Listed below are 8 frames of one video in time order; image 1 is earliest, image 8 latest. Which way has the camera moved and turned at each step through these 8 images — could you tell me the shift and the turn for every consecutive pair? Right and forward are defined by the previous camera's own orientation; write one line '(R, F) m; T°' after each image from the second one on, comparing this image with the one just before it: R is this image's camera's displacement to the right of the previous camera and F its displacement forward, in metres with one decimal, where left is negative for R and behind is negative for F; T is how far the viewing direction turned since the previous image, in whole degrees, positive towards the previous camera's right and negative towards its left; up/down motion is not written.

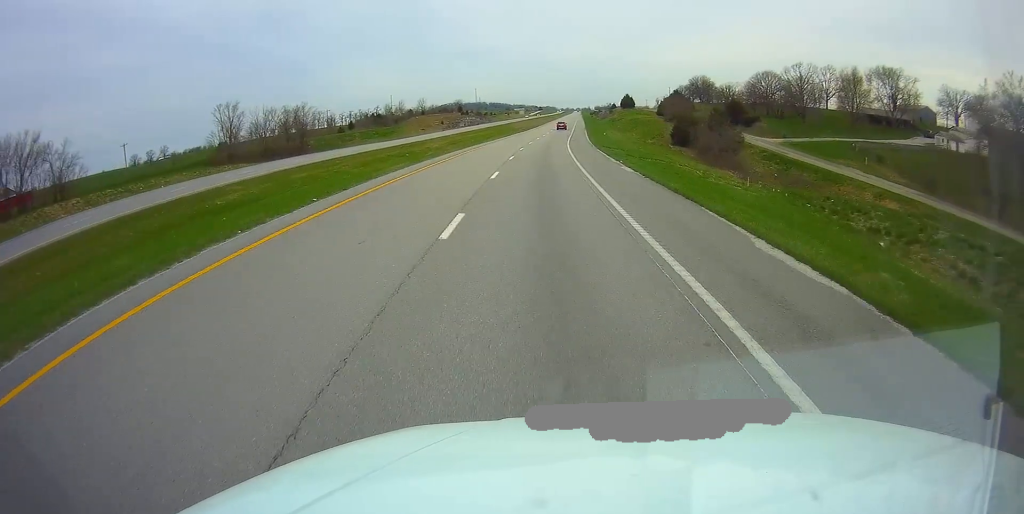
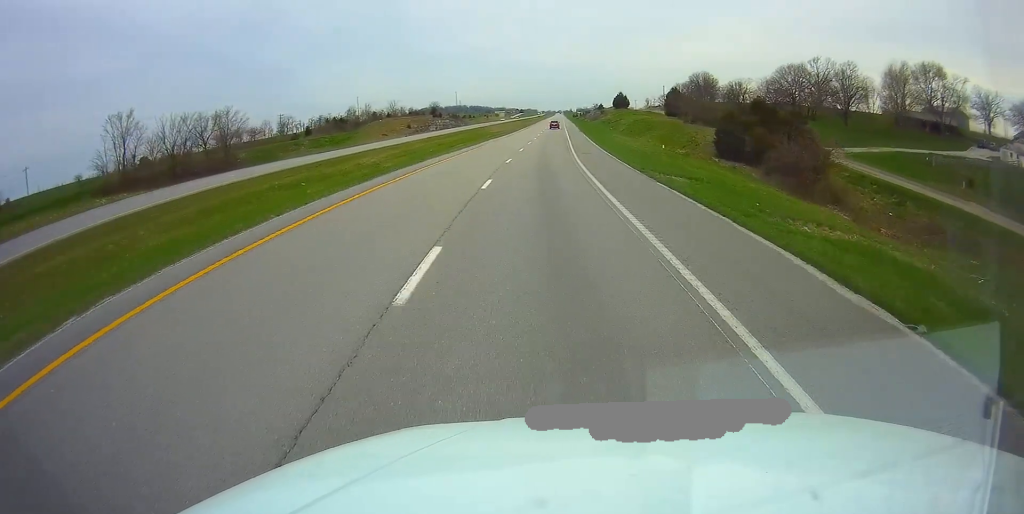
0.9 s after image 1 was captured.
(+0.3, +28.3) m; +1°
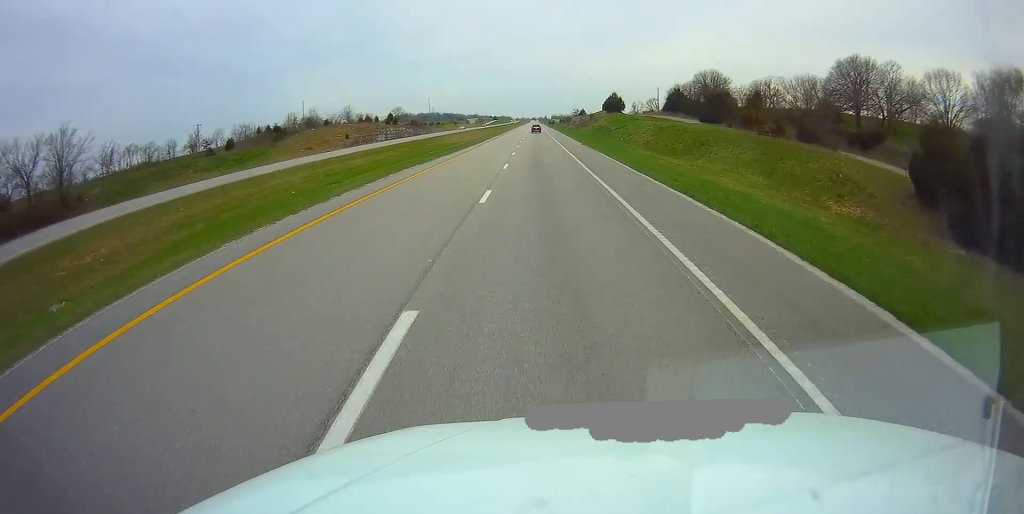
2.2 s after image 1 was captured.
(+0.8, +39.6) m; +2°
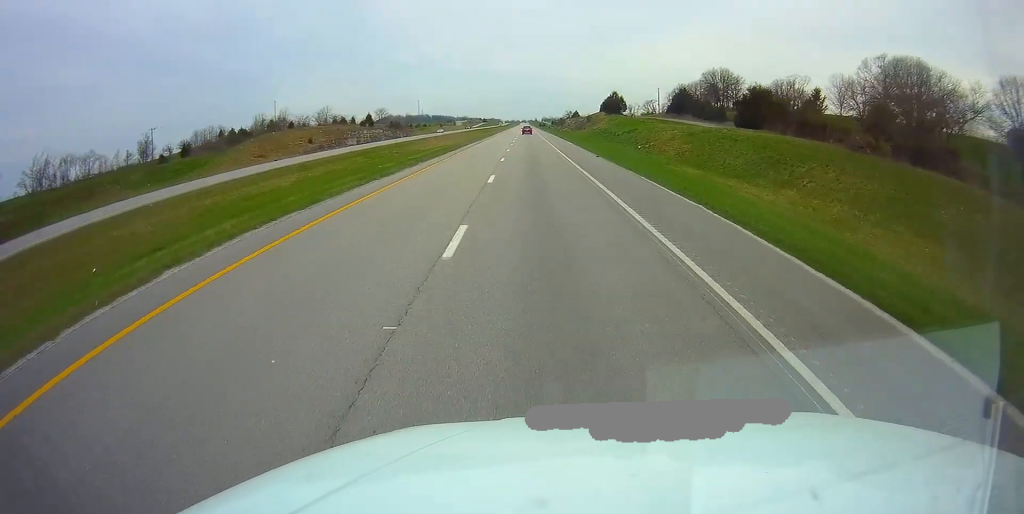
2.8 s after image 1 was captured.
(+0.1, +18.7) m; 0°
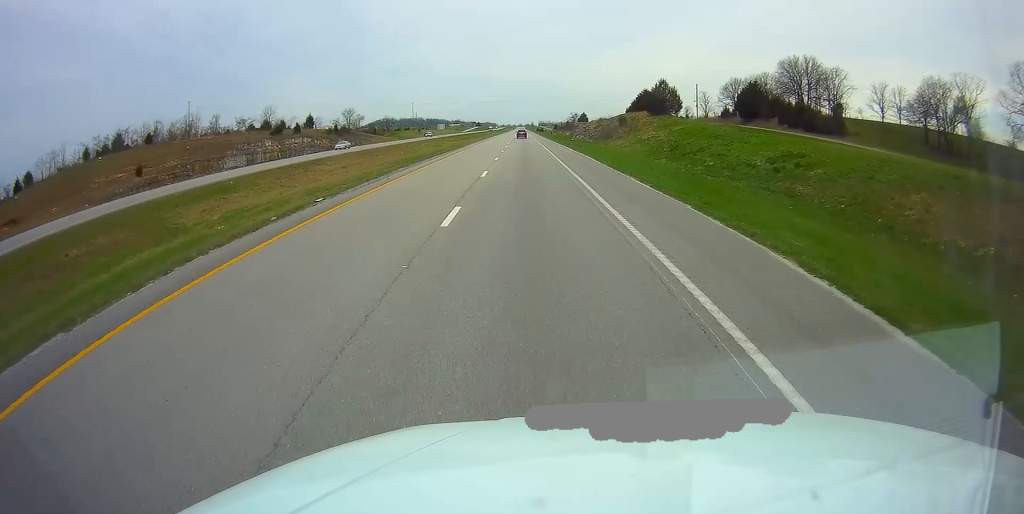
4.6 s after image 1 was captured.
(+0.2, +58.0) m; 0°
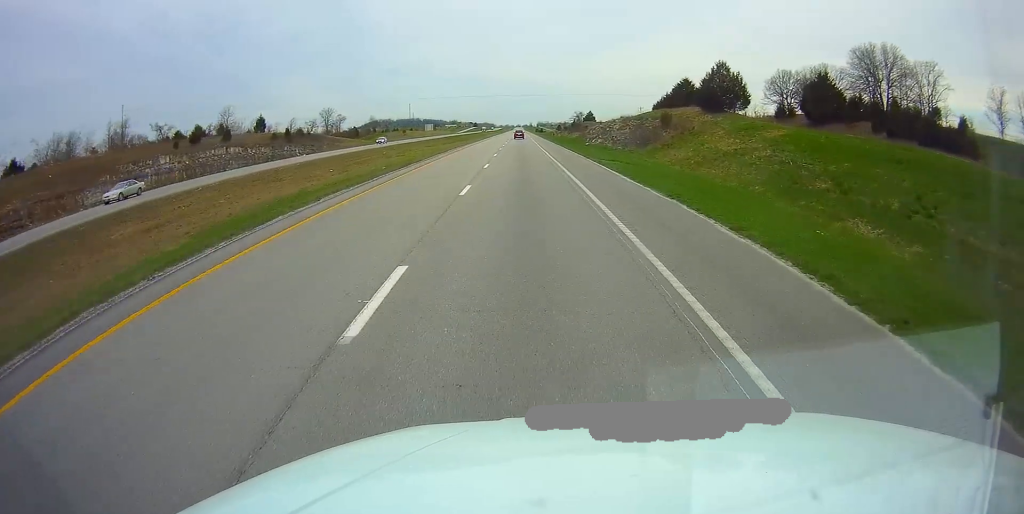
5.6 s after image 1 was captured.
(0.0, +30.8) m; 0°
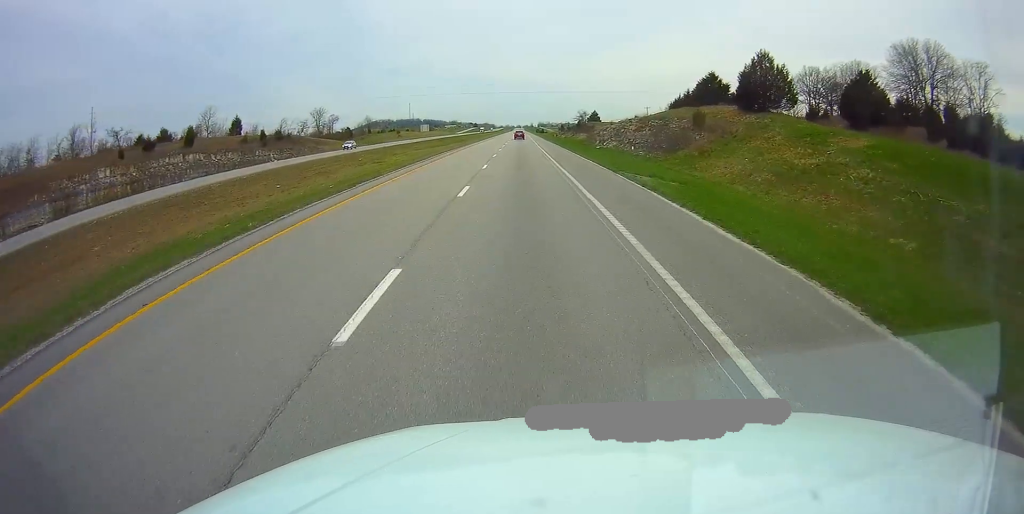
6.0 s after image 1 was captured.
(0.0, +12.3) m; 0°
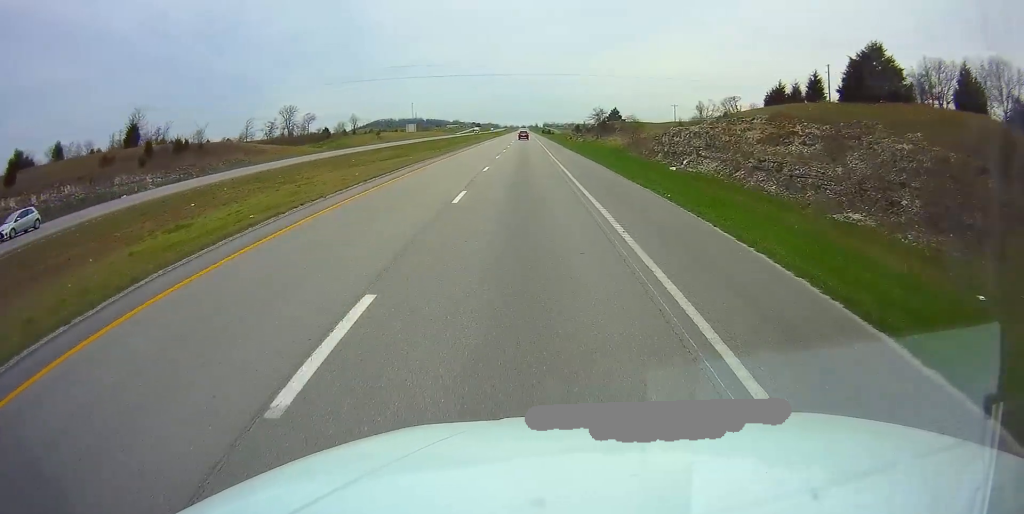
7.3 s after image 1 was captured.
(-0.2, +38.0) m; -1°
